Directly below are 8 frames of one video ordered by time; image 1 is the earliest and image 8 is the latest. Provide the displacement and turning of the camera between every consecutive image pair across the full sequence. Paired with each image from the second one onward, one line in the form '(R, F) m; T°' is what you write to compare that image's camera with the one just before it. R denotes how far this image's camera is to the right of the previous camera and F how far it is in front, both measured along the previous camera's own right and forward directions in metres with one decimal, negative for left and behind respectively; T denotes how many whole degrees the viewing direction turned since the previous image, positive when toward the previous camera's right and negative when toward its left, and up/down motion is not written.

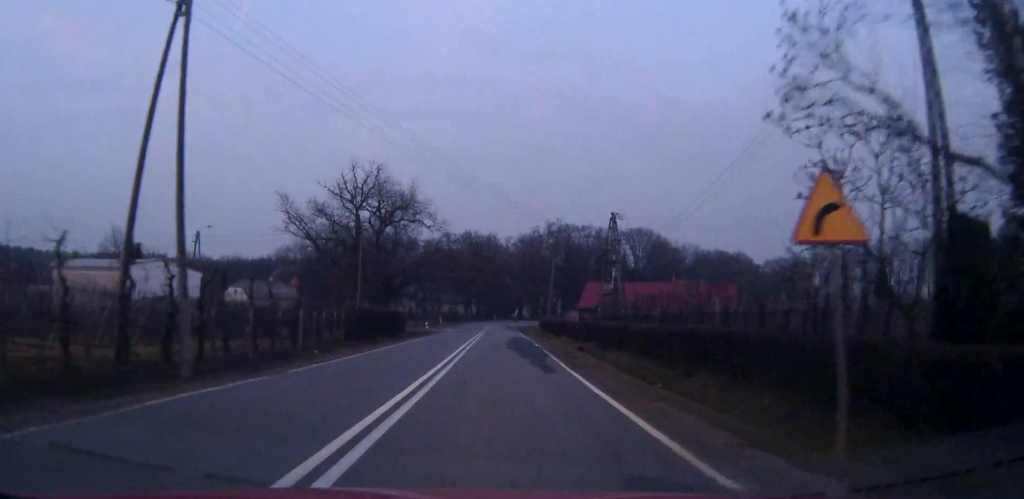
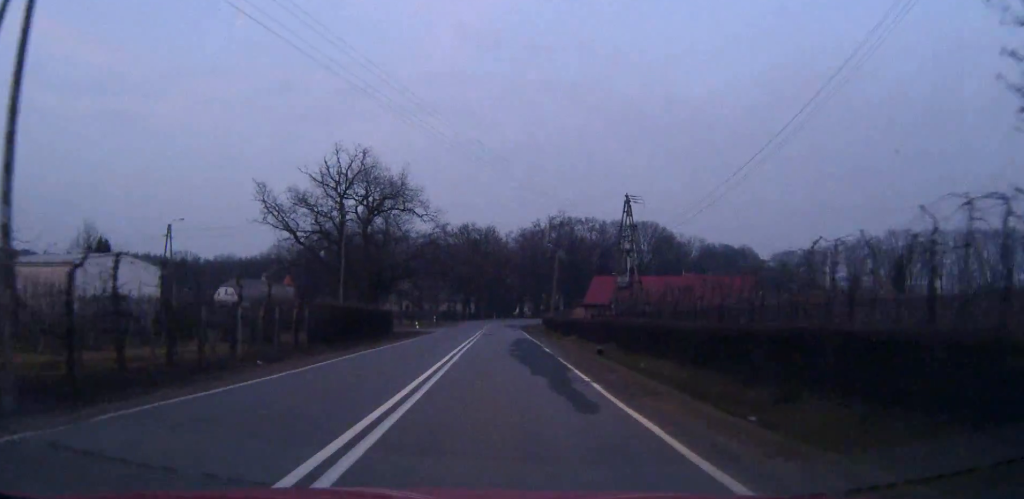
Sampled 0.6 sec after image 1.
(0.0, +7.7) m; 0°
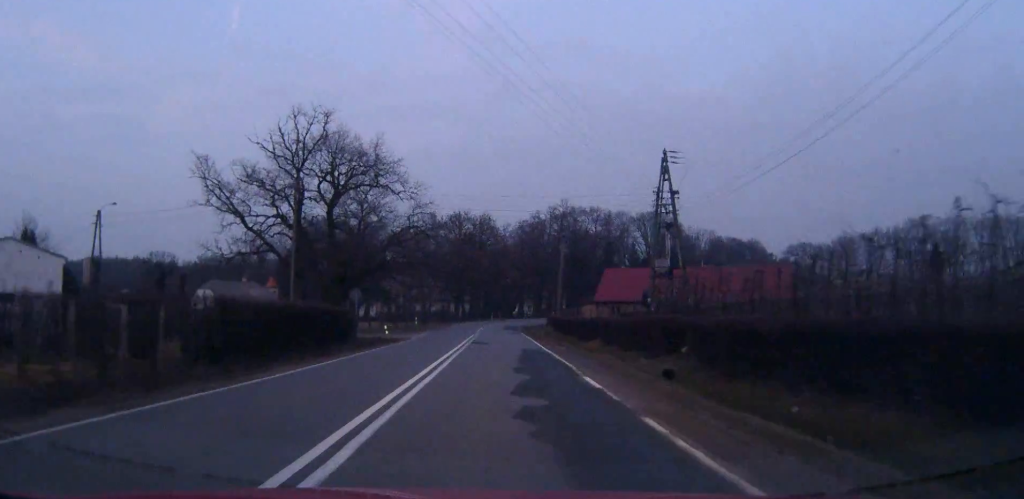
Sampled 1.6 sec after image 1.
(0.0, +14.4) m; 0°
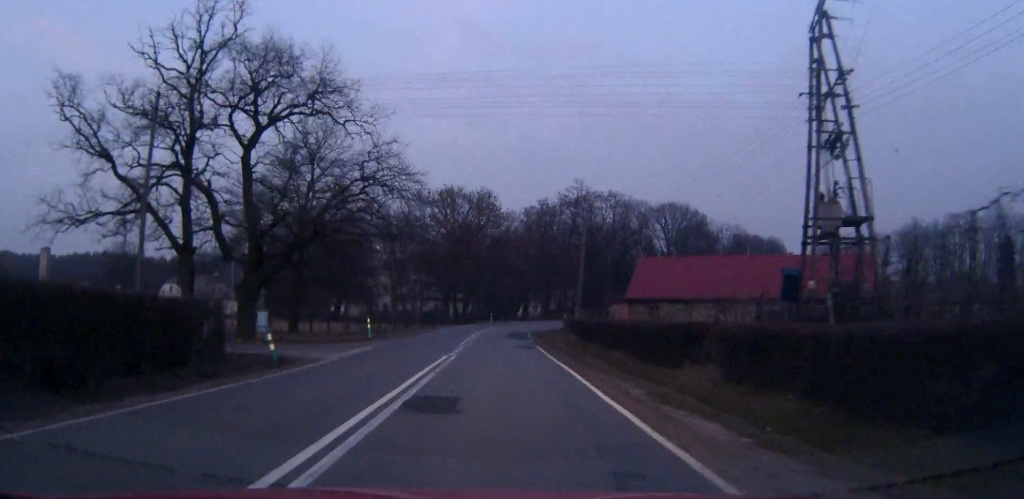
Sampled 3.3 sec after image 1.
(0.0, +22.0) m; 0°
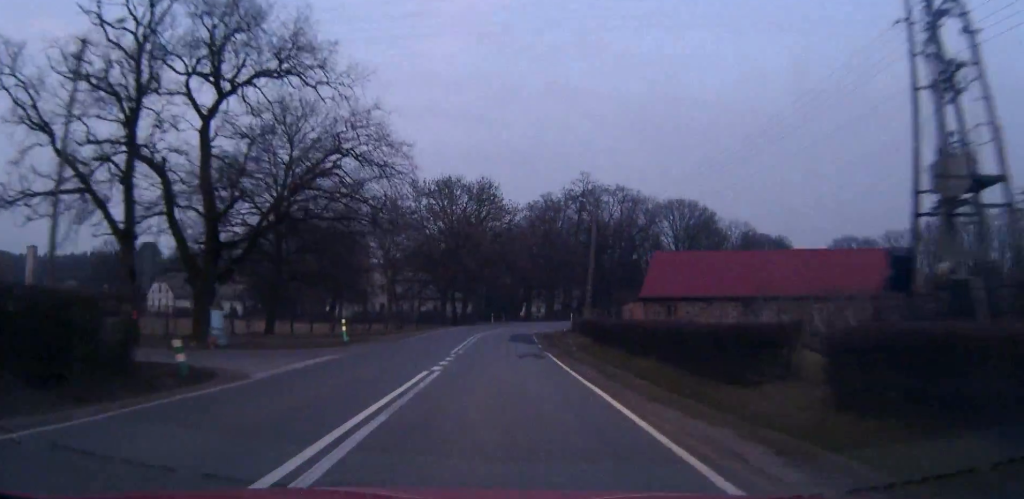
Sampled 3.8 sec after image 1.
(0.0, +6.7) m; 0°
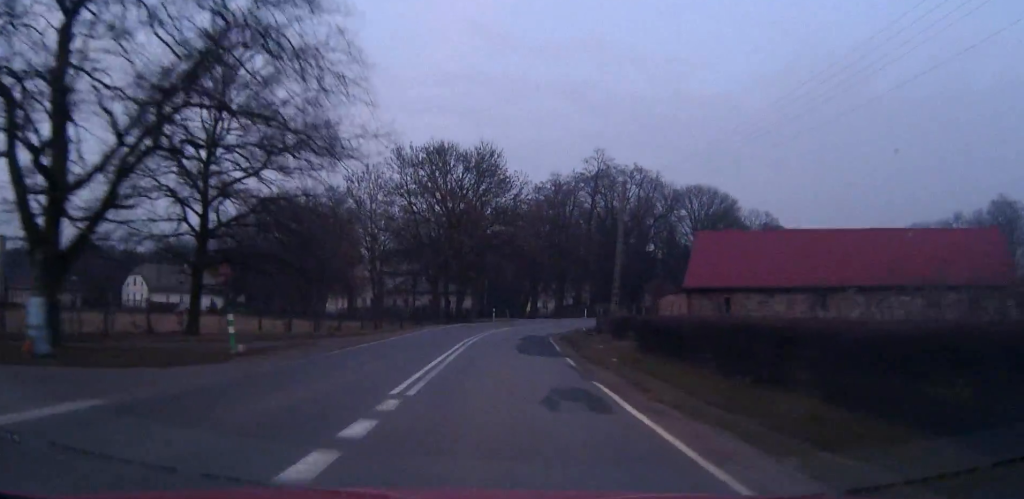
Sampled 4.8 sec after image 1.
(0.0, +13.8) m; 0°
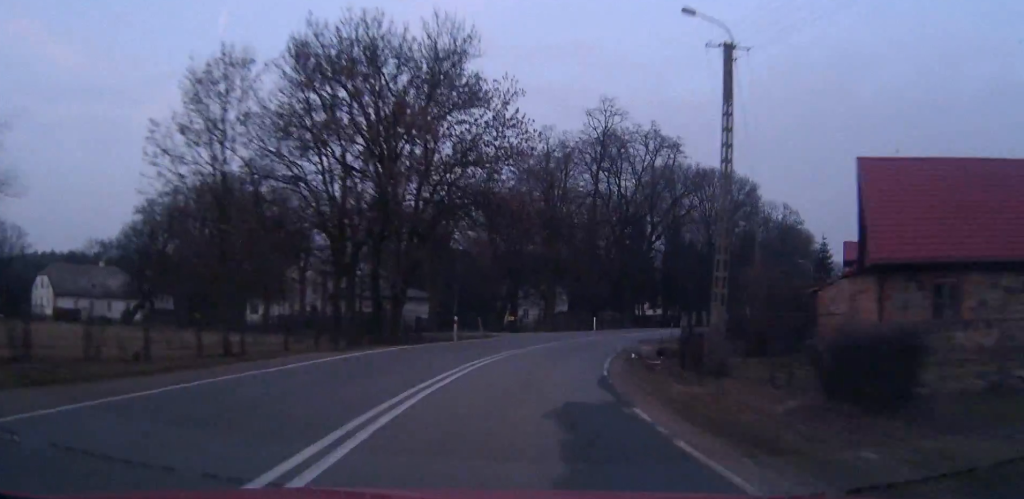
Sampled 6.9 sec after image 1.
(0.0, +27.8) m; +1°
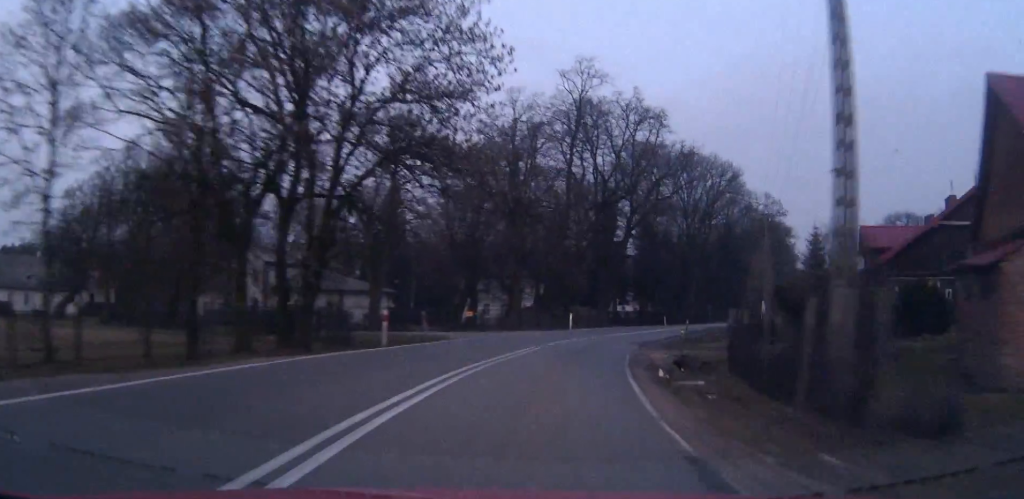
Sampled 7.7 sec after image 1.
(+0.2, +10.8) m; +3°
